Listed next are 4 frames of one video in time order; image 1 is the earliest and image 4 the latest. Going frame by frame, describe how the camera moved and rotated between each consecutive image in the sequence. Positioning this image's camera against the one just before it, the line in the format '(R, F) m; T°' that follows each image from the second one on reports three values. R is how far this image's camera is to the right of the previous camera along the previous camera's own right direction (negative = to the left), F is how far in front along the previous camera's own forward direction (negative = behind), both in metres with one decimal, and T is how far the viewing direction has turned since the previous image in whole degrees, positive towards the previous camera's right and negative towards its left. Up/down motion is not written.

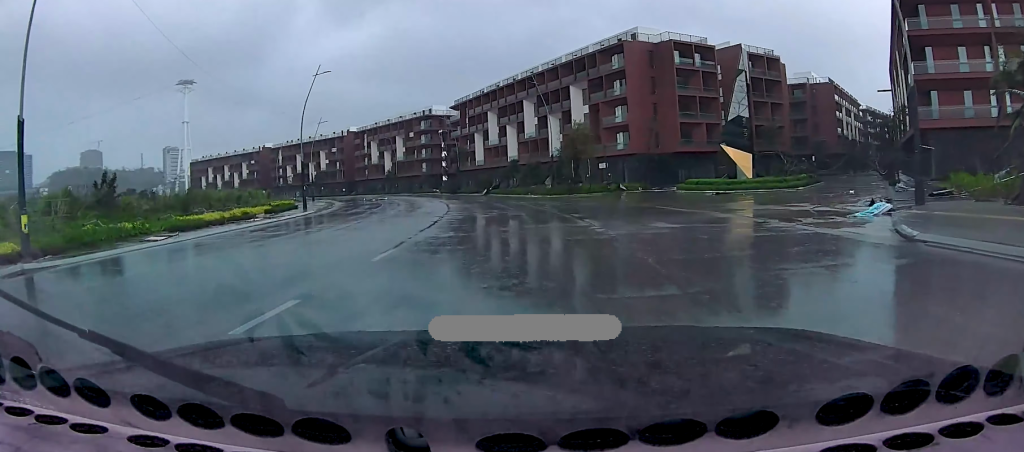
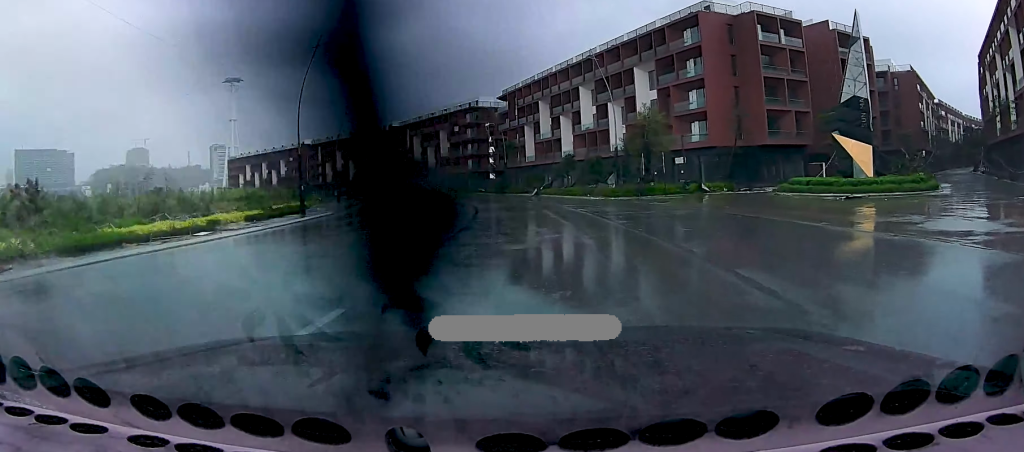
(0.0, +13.4) m; 0°
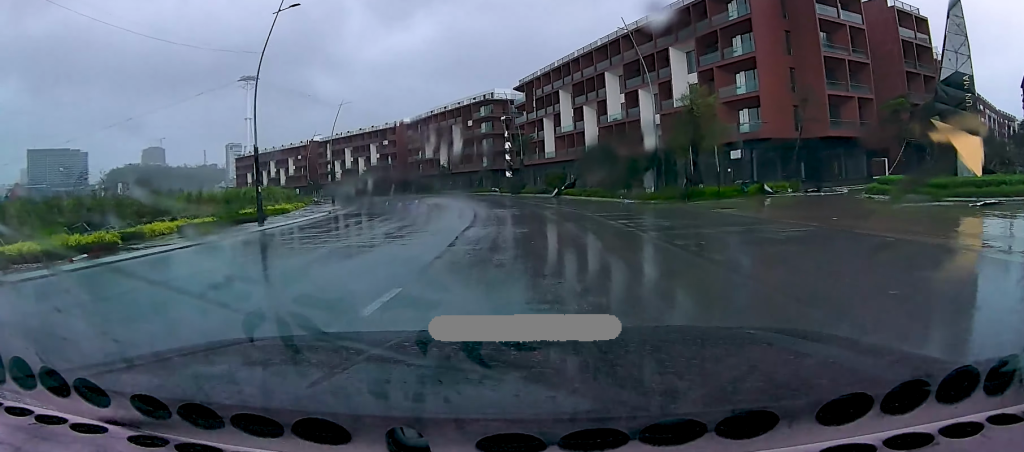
(0.0, +10.1) m; 0°
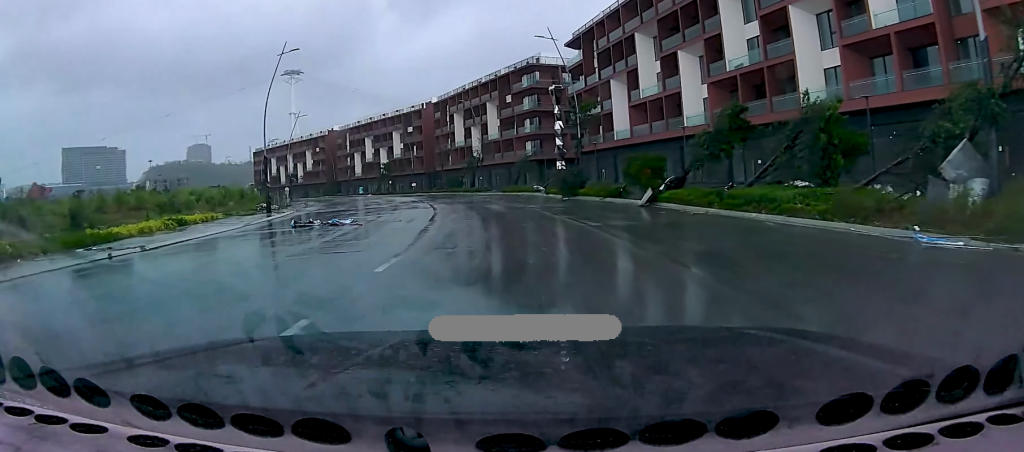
(-3.4, +29.8) m; -12°
